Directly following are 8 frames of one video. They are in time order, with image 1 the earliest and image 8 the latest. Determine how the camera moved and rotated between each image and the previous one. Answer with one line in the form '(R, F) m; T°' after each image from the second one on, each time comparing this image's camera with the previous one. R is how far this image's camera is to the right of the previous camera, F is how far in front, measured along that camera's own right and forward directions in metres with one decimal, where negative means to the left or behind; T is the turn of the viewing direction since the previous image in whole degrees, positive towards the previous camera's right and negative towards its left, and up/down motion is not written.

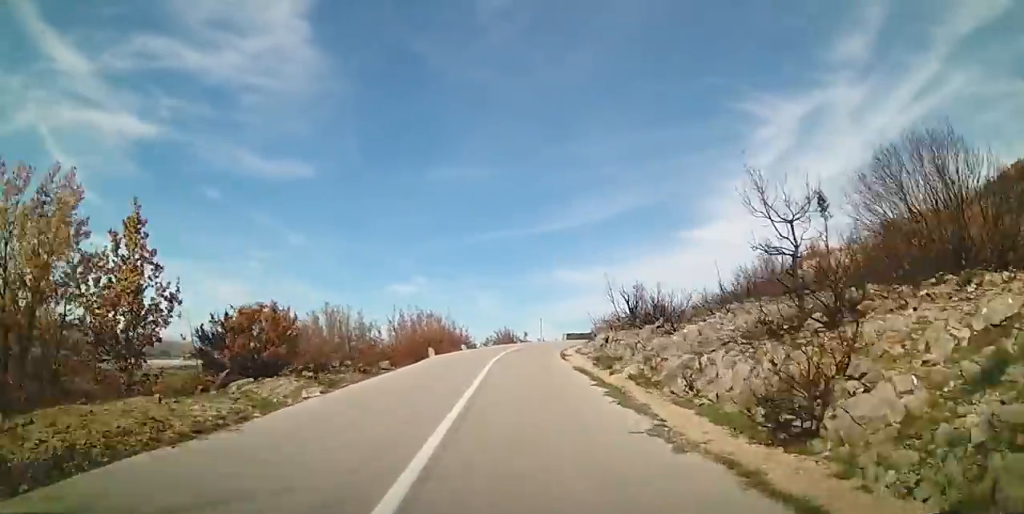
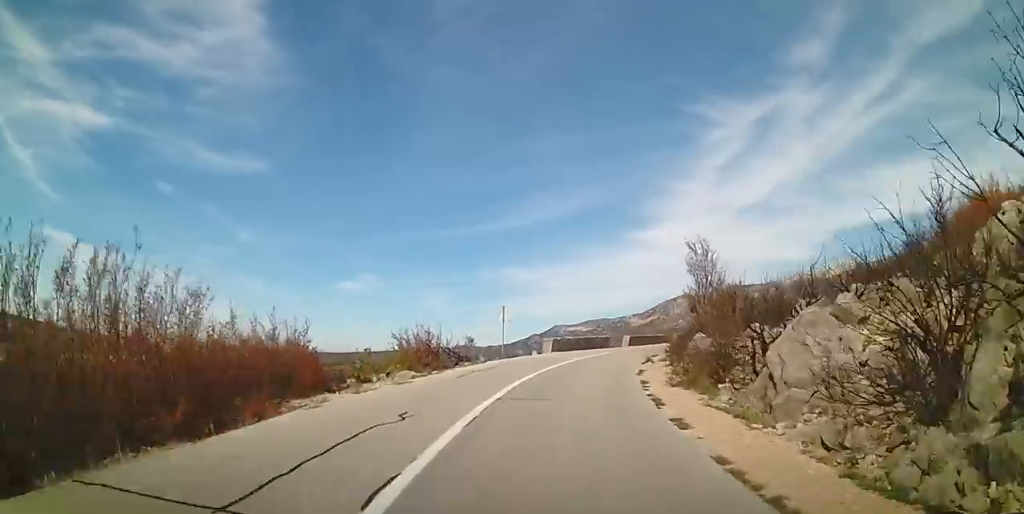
(+3.5, +29.2) m; +13°
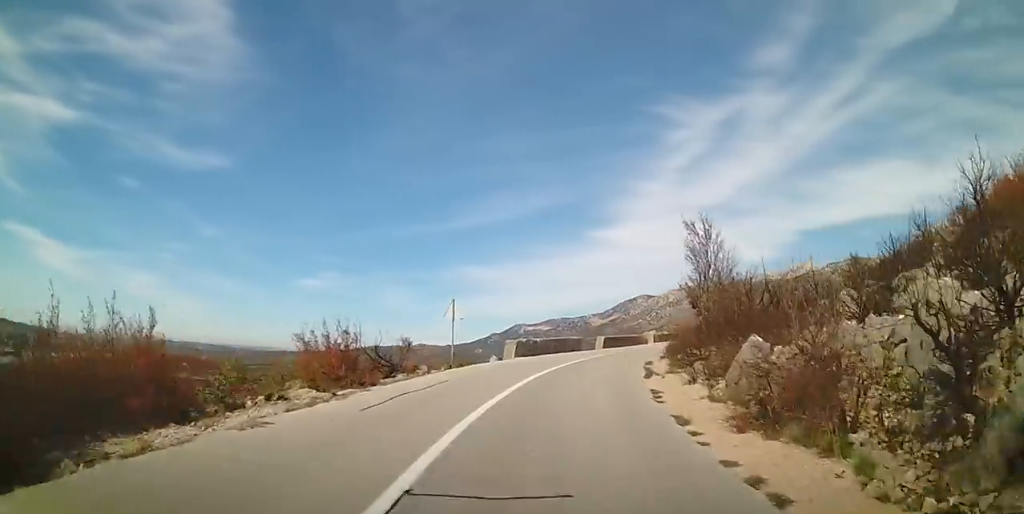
(0.0, +5.3) m; 0°
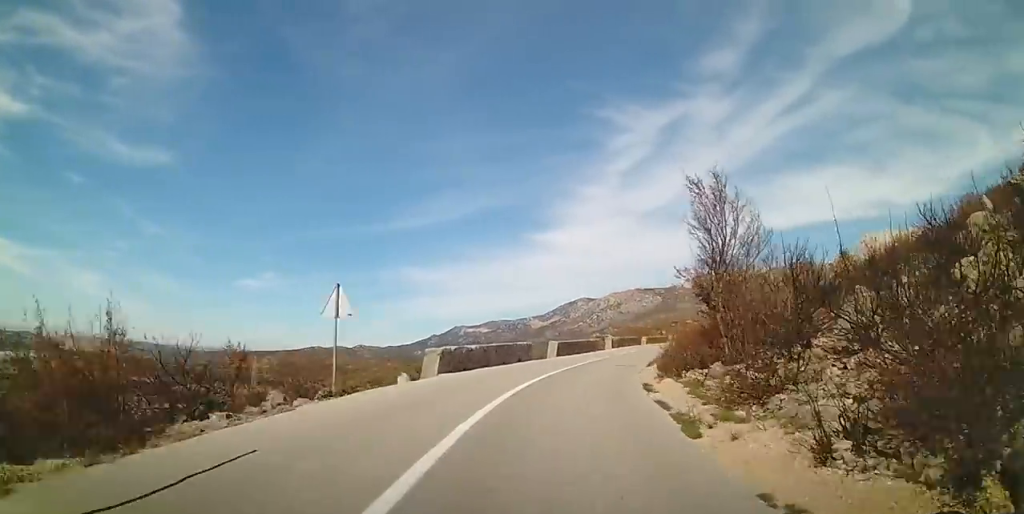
(0.0, +6.9) m; 0°
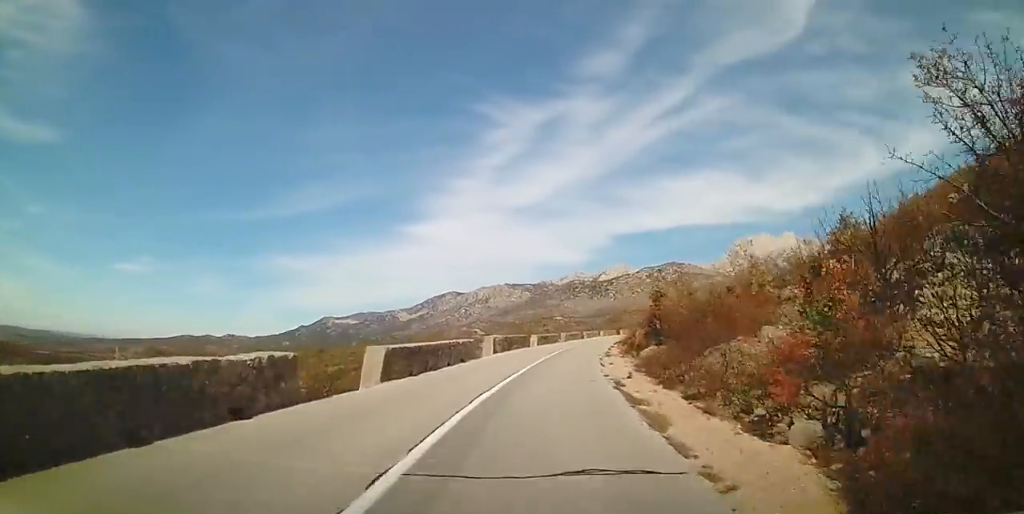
(+0.1, +14.8) m; +4°
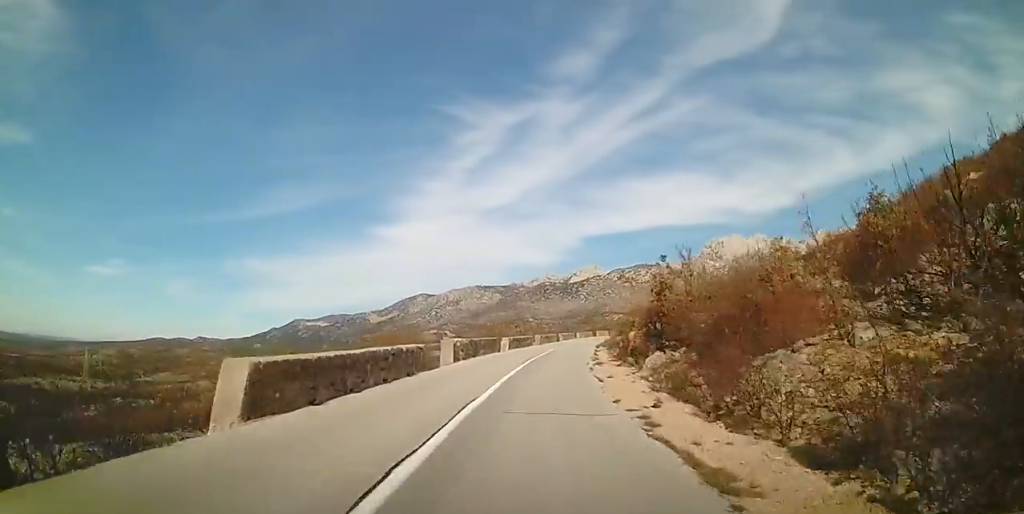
(-0.2, +4.9) m; +4°
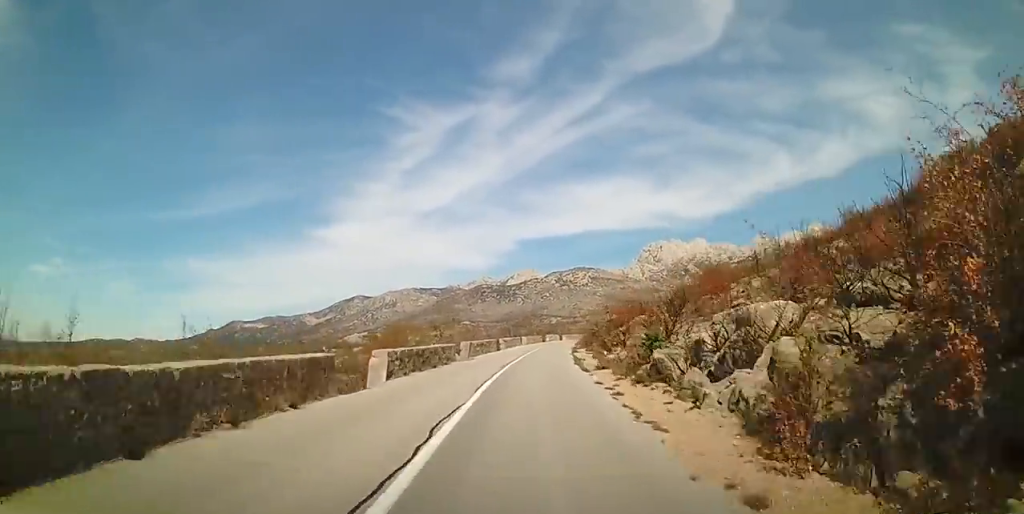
(+2.5, +17.5) m; +15°
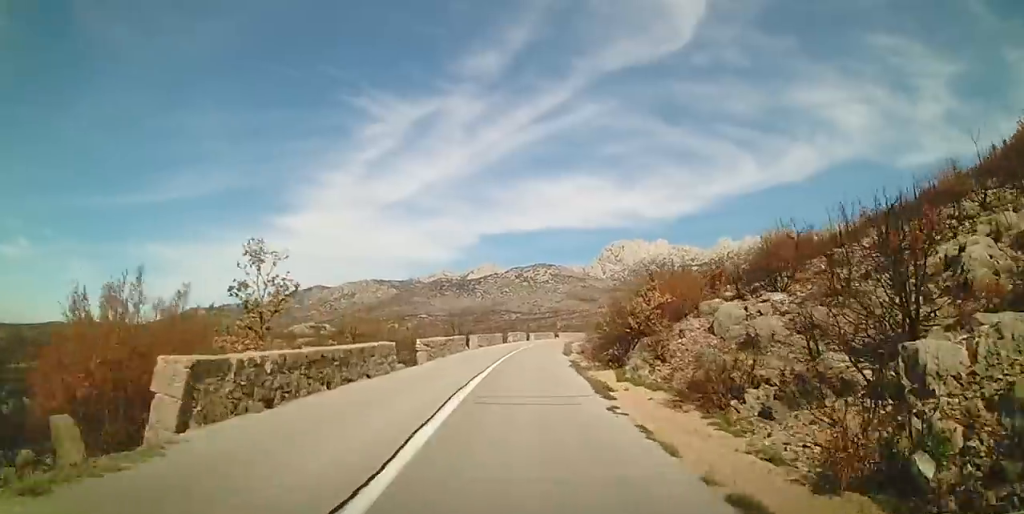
(+1.2, +21.0) m; +5°
